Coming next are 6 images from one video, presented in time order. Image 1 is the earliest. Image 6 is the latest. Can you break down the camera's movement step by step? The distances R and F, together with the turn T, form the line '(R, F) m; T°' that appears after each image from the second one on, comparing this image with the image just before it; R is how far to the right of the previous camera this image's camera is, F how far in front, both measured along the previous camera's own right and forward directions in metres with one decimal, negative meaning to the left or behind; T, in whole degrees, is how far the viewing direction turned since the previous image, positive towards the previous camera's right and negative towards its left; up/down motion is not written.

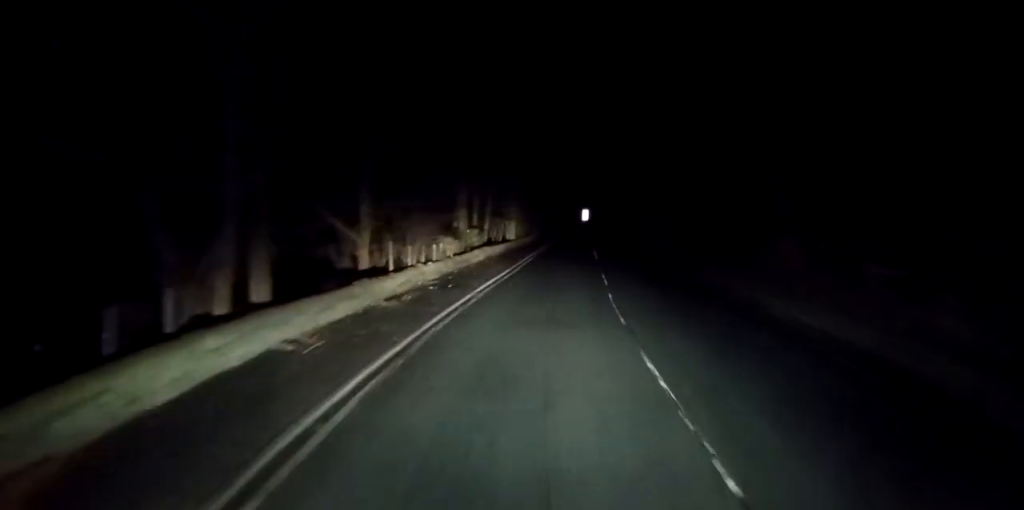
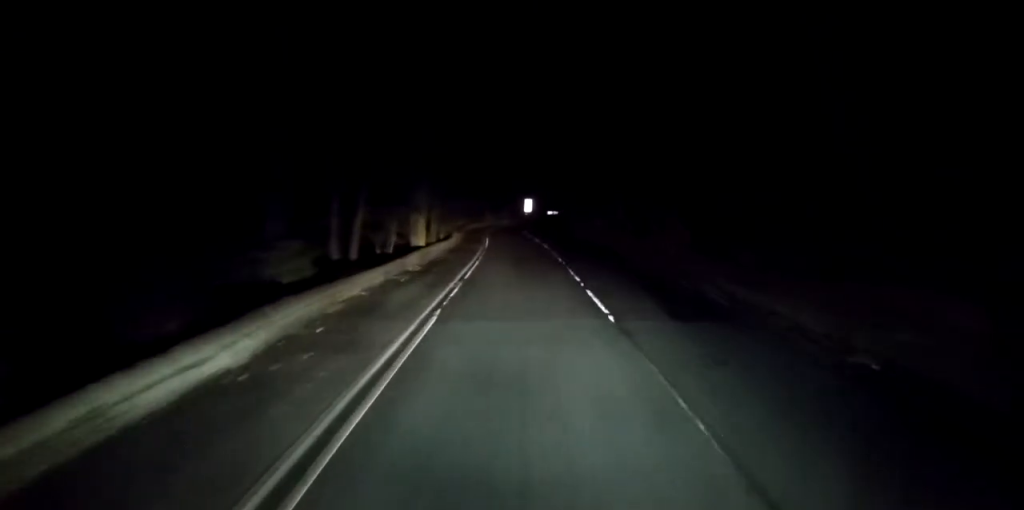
(+0.7, +24.3) m; +6°
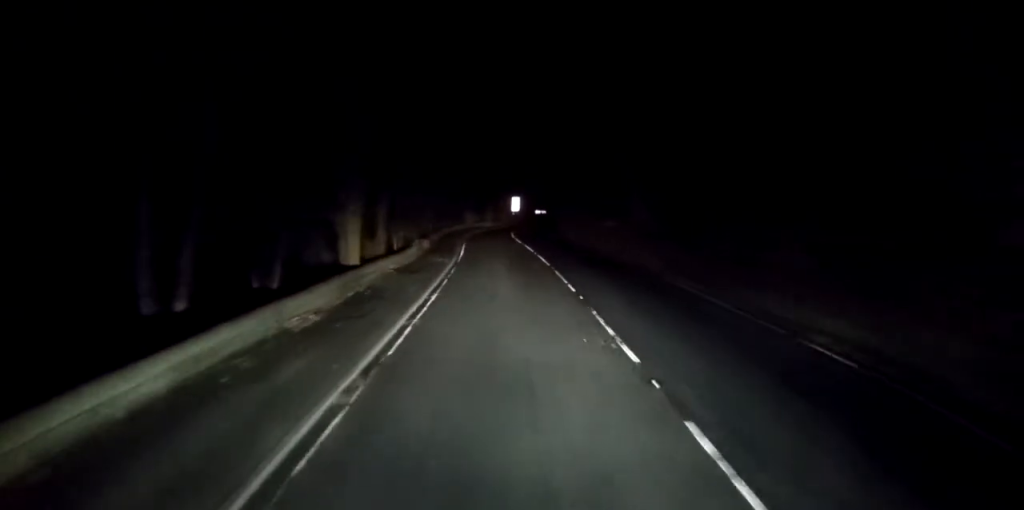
(+0.6, +11.9) m; +2°
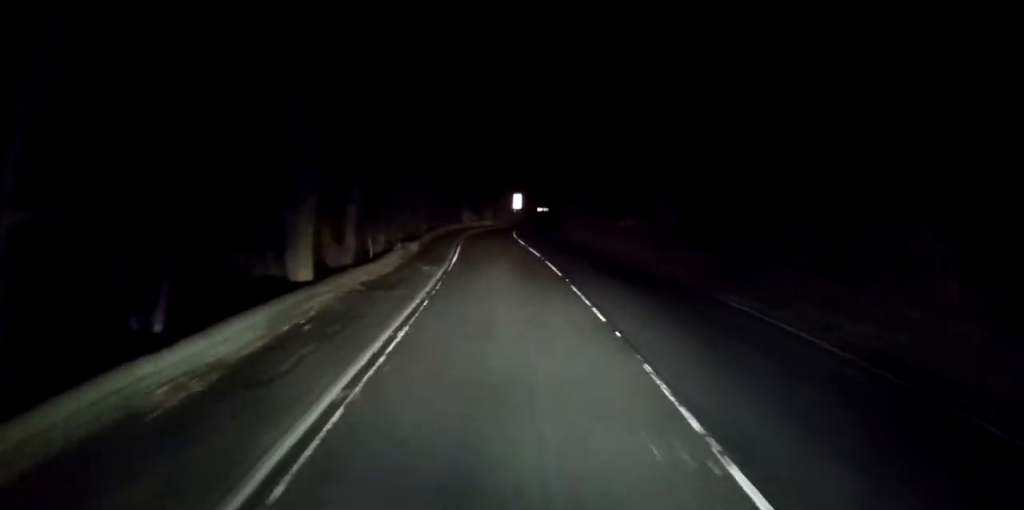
(-0.1, +5.5) m; 0°
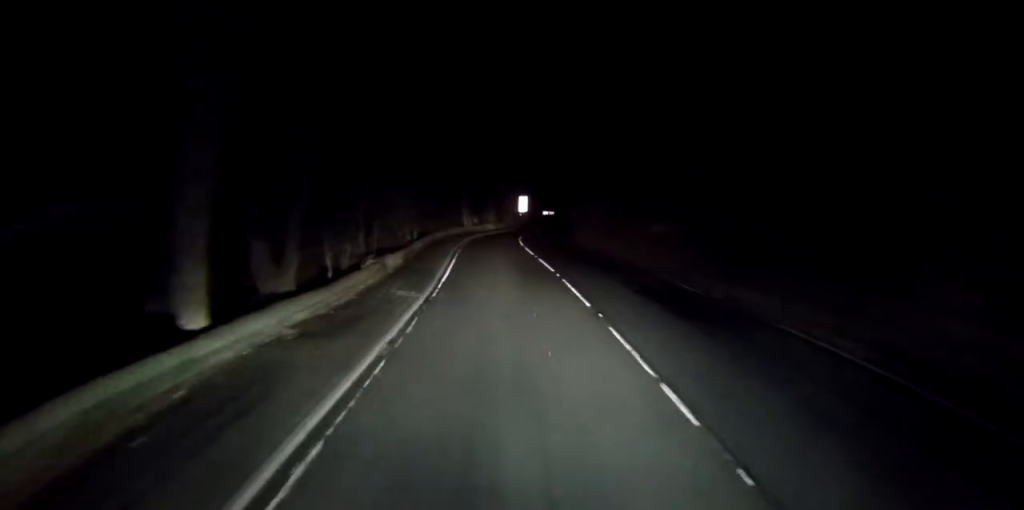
(-0.1, +6.3) m; 0°
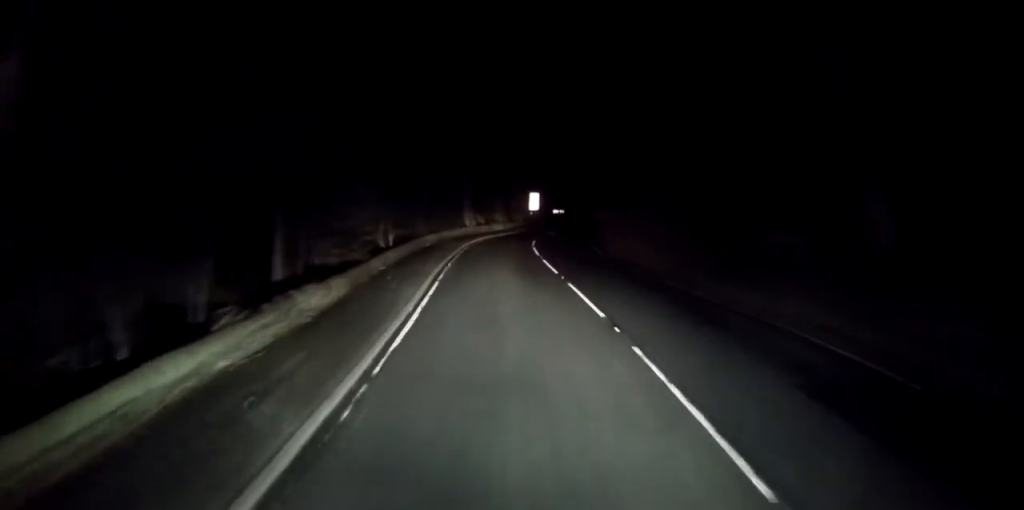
(+0.1, +10.5) m; 0°
